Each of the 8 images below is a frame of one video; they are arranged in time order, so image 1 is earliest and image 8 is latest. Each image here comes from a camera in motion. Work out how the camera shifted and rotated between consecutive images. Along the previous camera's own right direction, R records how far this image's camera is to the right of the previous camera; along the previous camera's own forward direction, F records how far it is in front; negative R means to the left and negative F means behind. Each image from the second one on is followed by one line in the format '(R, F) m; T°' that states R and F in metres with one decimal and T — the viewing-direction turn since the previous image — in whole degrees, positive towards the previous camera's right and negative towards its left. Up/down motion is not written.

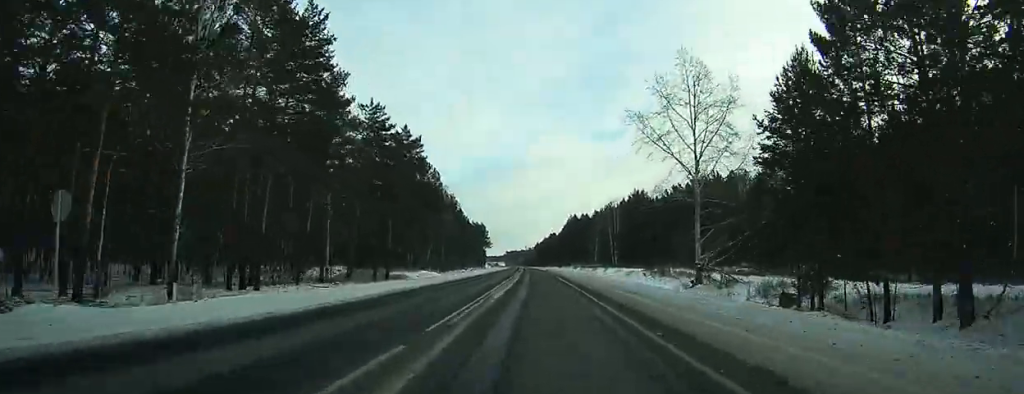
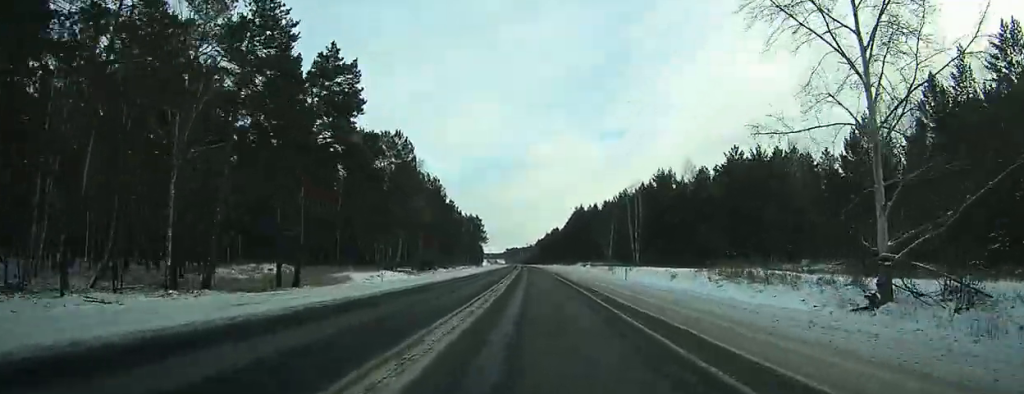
(-0.2, +26.6) m; 0°
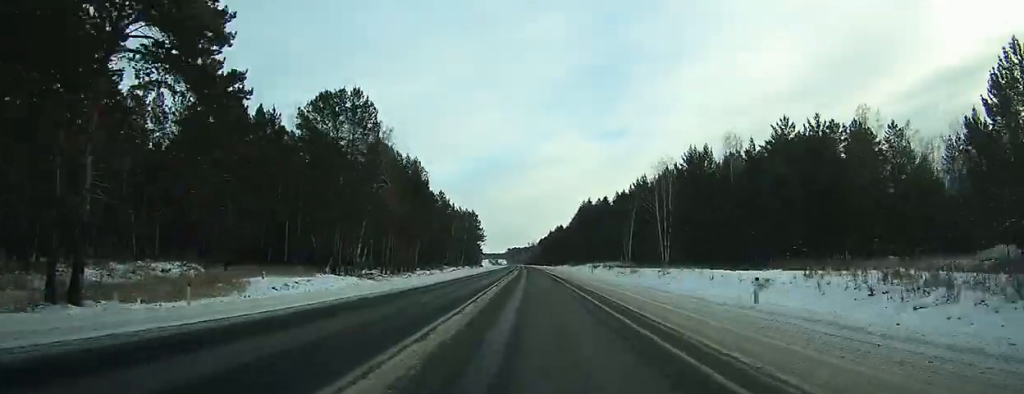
(+0.2, +21.2) m; 0°
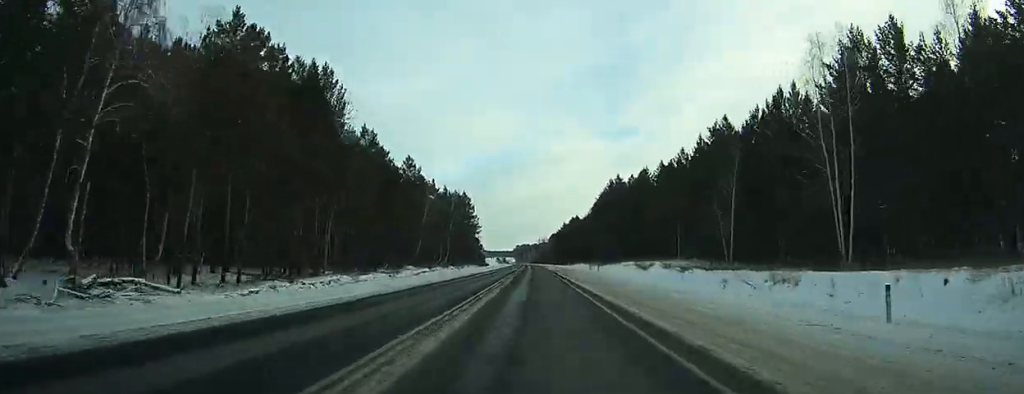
(-0.3, +44.0) m; +2°
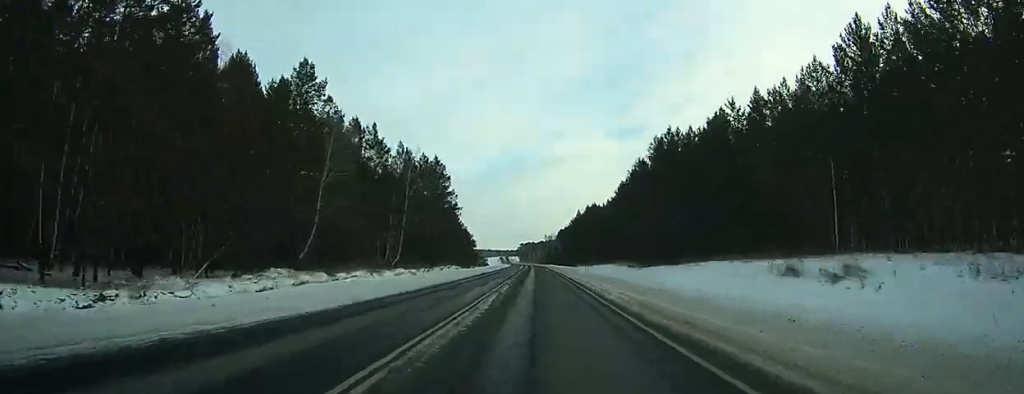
(+1.7, +42.9) m; -2°
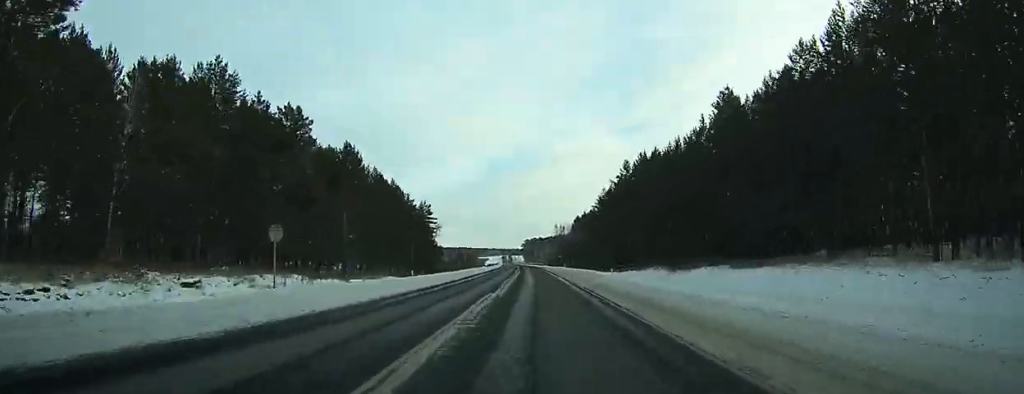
(-6.4, +96.3) m; -3°
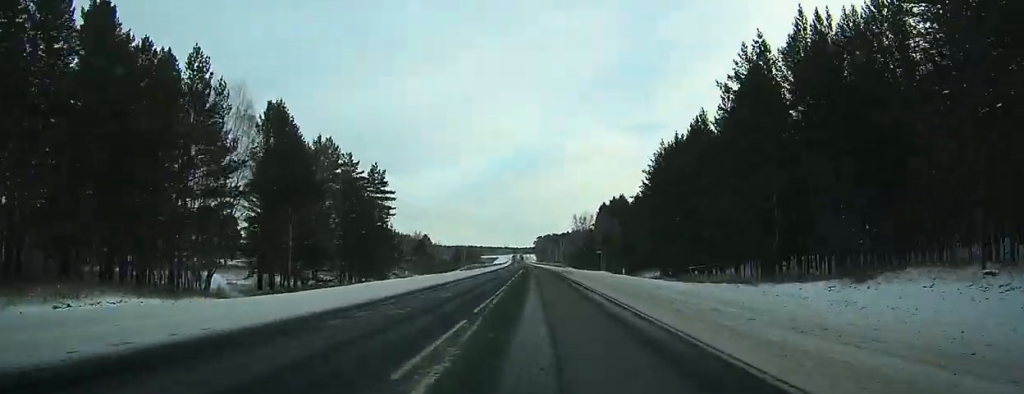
(+0.2, +54.1) m; 0°
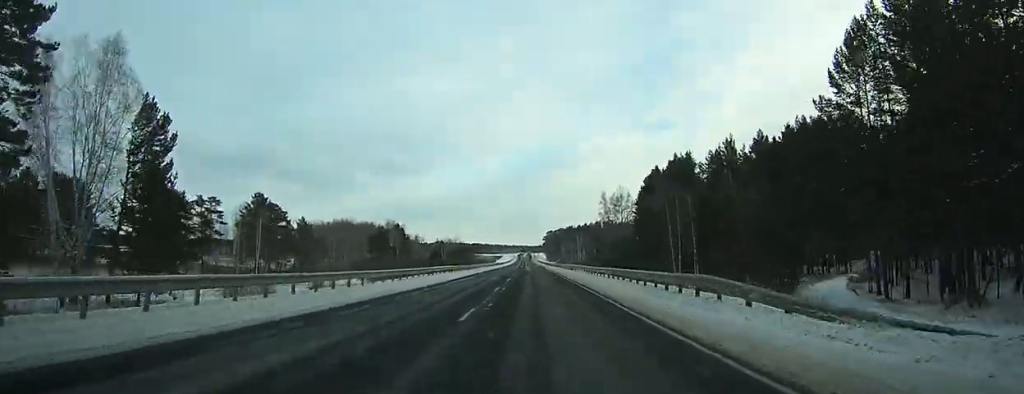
(-0.6, +66.8) m; -1°
